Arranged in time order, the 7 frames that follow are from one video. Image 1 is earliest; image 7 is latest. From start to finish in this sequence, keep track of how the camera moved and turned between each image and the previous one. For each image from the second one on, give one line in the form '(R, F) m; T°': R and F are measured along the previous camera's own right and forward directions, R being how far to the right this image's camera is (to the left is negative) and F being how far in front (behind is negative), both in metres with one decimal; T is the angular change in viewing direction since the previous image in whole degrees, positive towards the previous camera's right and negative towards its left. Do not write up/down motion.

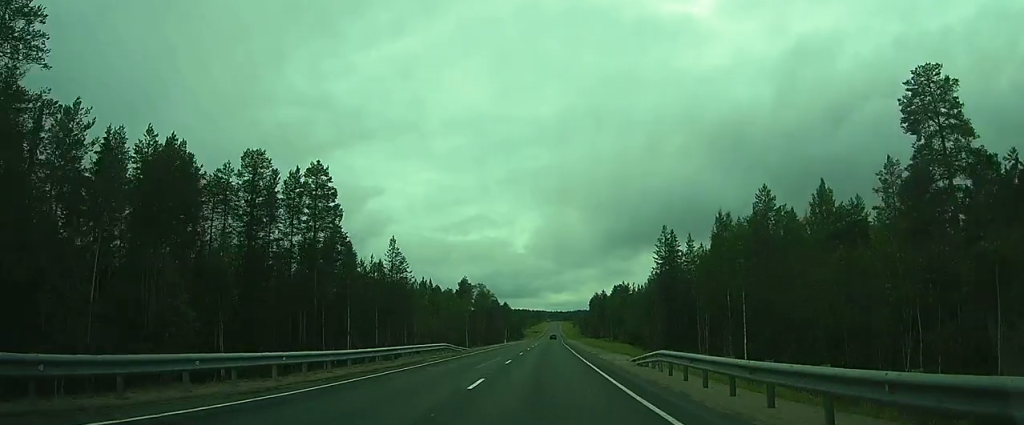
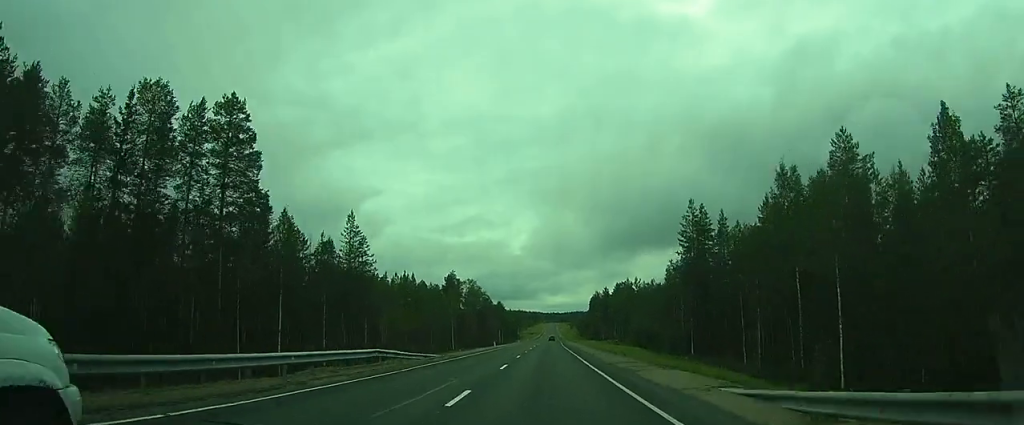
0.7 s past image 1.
(+0.2, +15.3) m; +1°
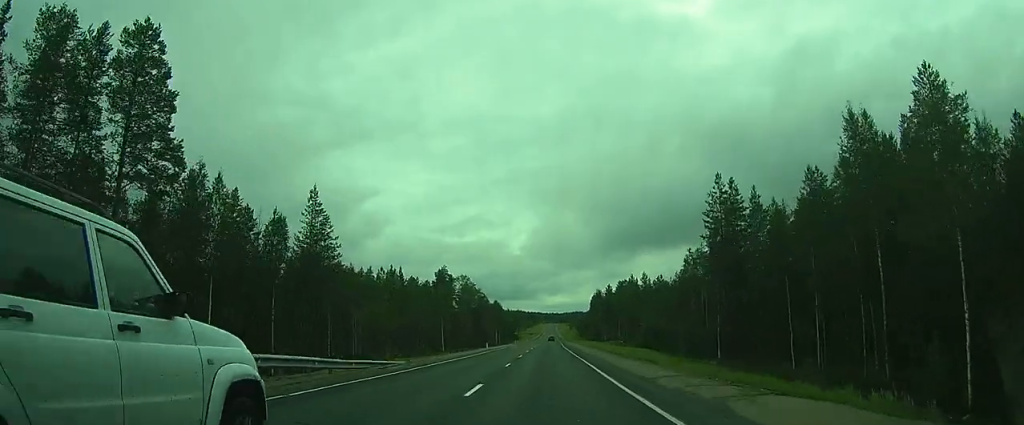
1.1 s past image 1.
(0.0, +10.0) m; 0°
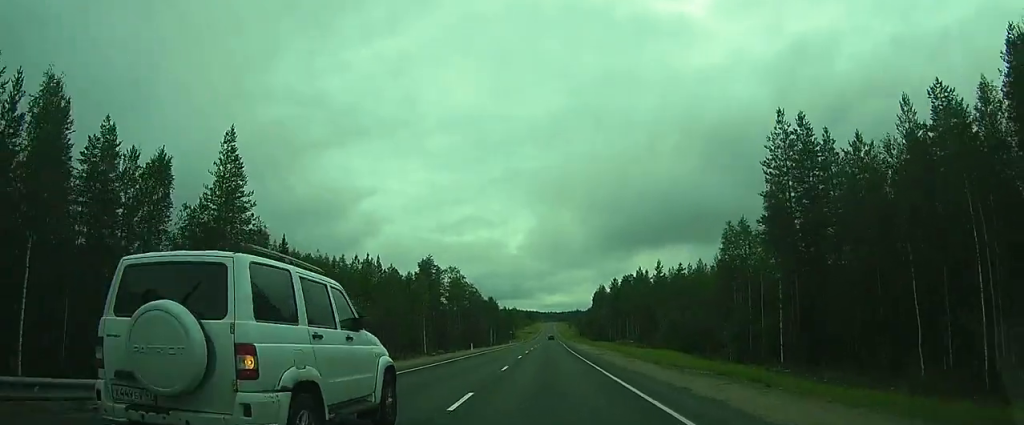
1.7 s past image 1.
(0.0, +14.6) m; 0°
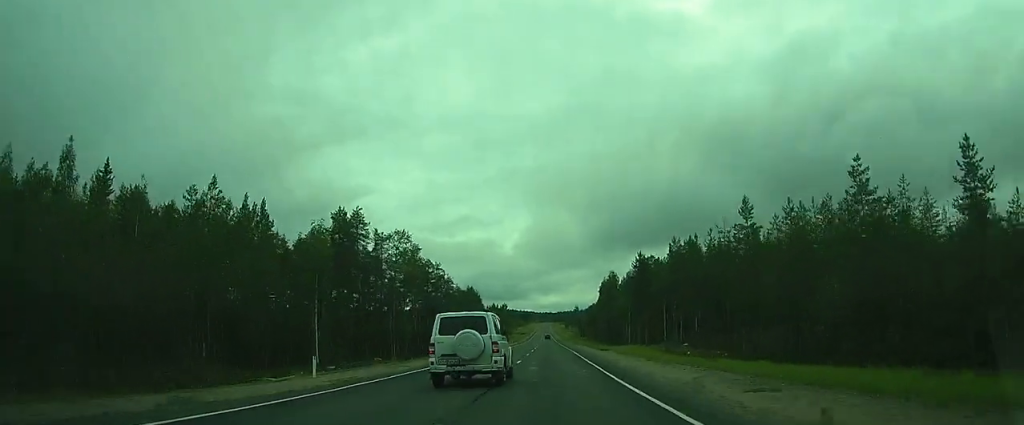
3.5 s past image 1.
(+0.5, +41.1) m; +1°
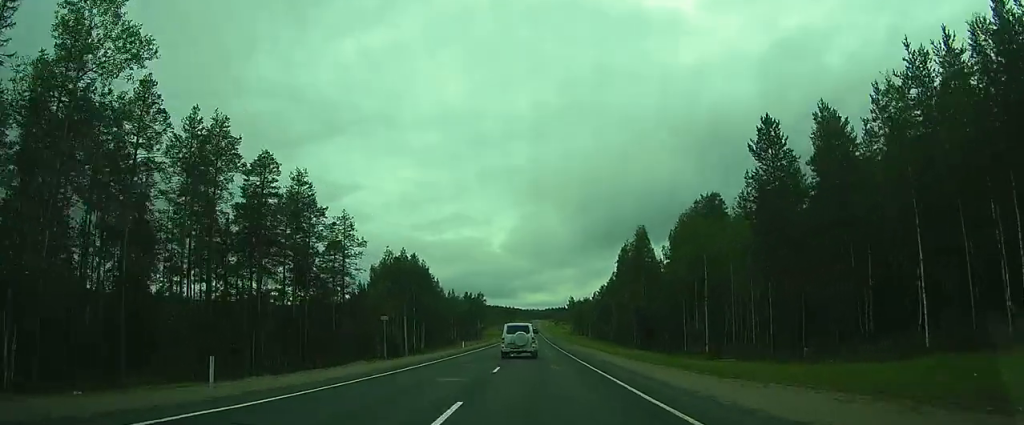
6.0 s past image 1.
(-0.1, +57.8) m; 0°
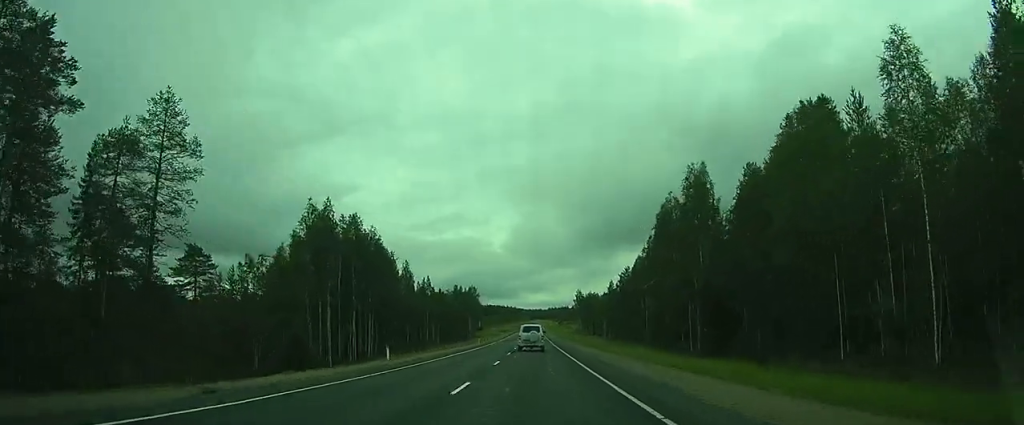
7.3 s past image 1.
(+0.2, +32.0) m; 0°
